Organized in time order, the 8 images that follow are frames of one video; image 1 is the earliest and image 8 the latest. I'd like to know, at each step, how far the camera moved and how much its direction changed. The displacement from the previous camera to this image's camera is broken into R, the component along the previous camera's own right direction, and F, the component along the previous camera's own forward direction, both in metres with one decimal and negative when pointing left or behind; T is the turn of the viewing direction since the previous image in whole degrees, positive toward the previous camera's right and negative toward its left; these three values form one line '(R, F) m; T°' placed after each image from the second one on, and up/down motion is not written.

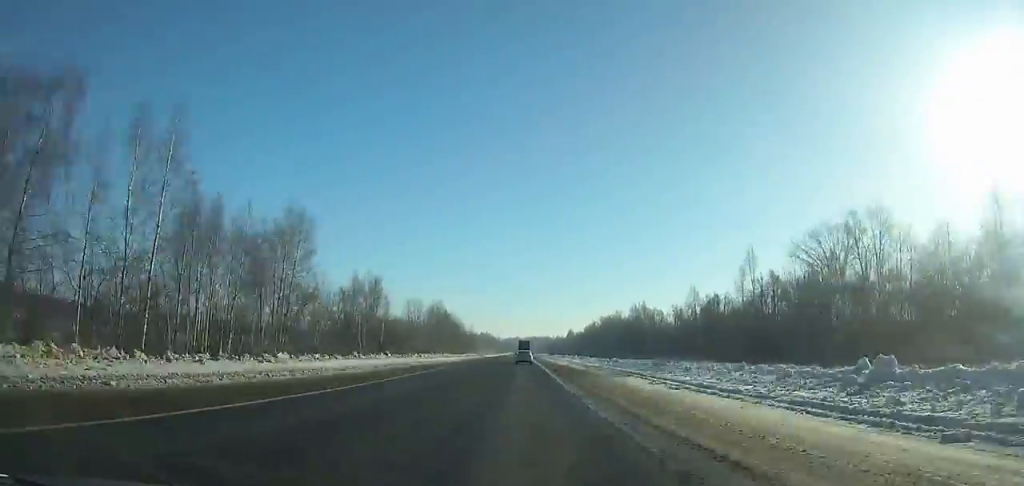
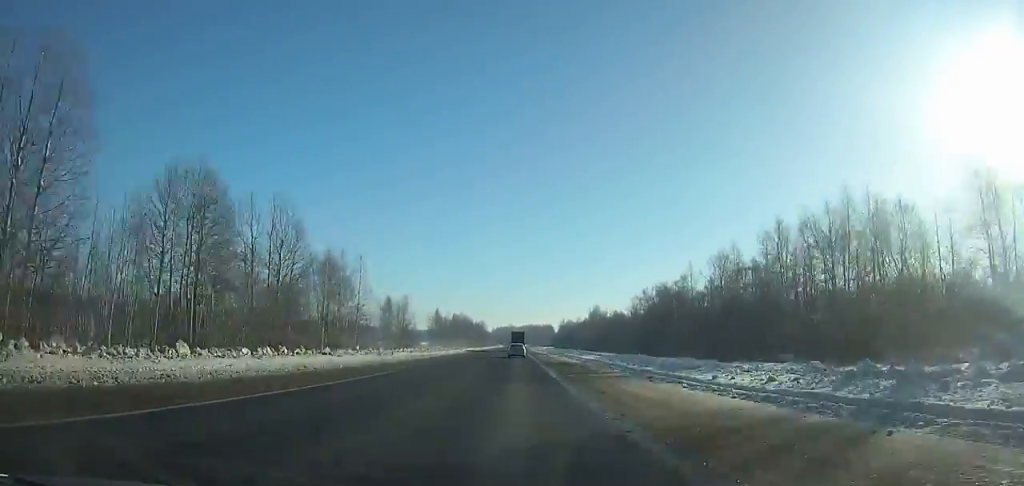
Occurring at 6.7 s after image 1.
(+0.4, +170.1) m; 0°
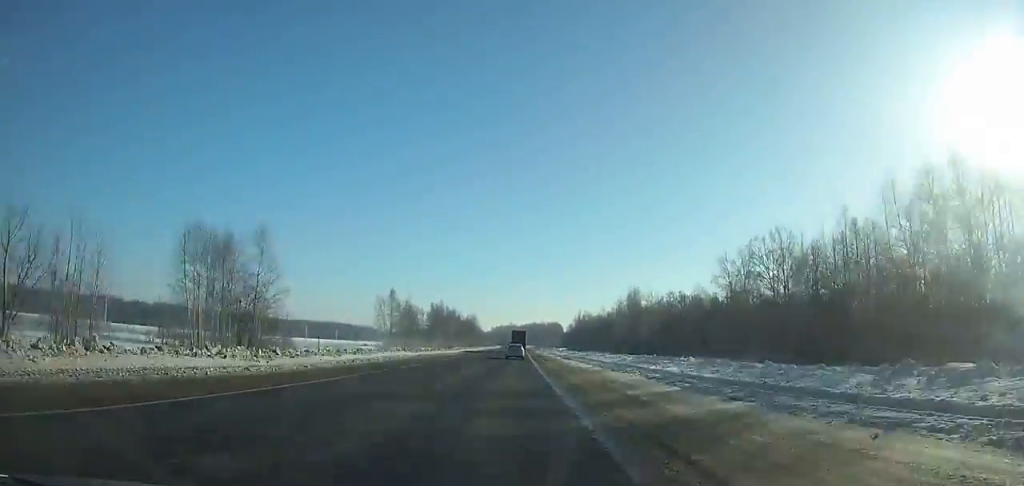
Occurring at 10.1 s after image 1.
(-0.2, +84.9) m; 0°
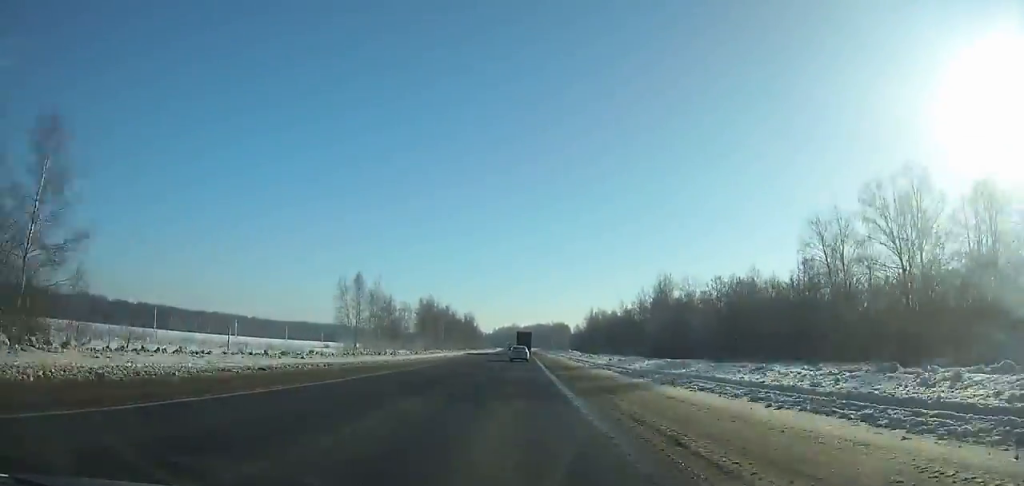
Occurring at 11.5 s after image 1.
(-0.1, +34.6) m; 0°
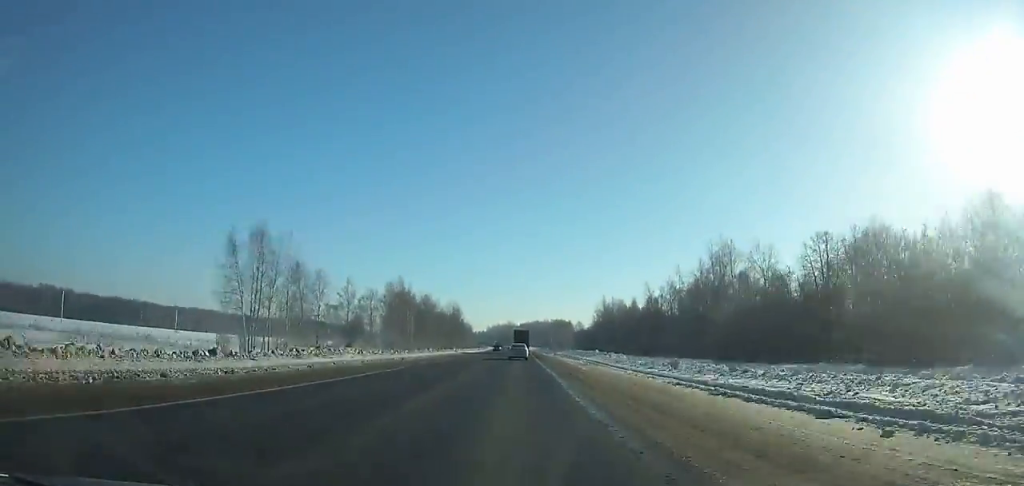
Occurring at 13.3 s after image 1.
(0.0, +44.4) m; 0°
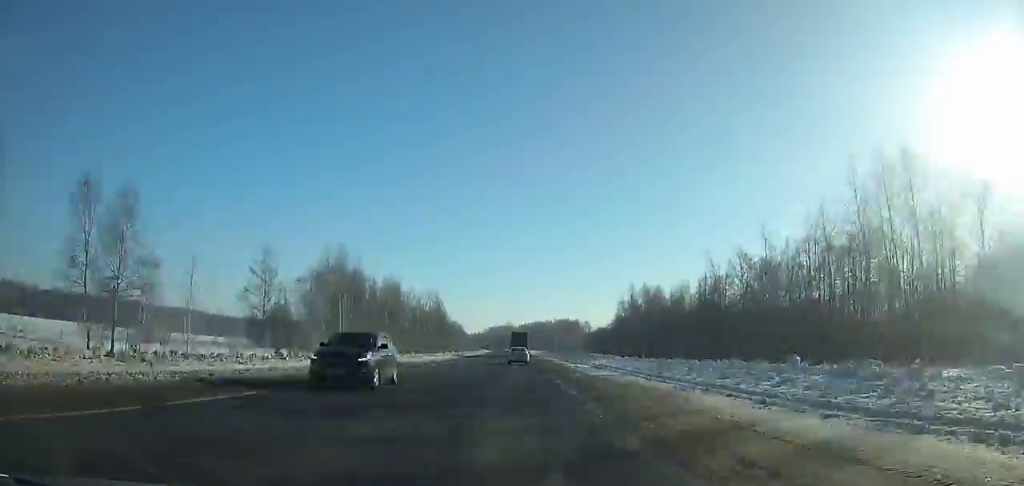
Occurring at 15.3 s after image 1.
(+0.1, +48.8) m; 0°
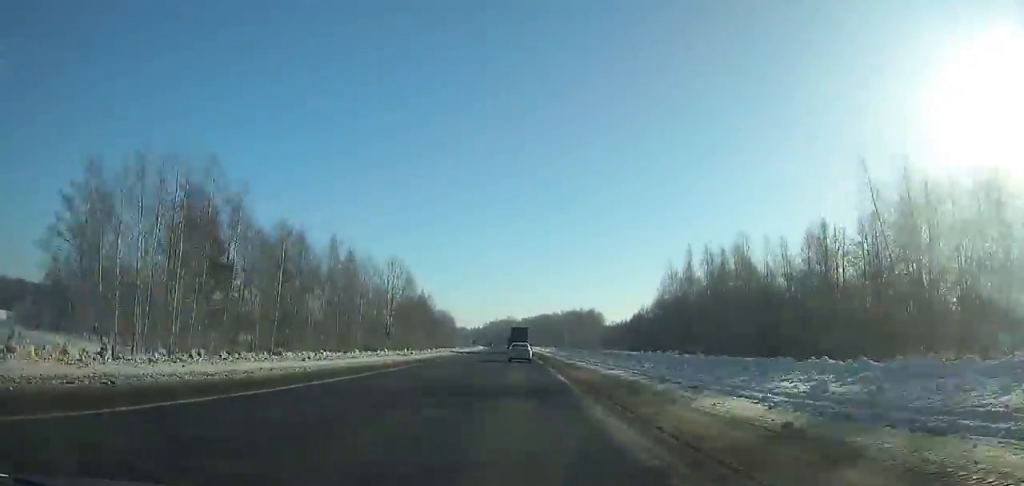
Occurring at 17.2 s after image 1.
(-0.1, +45.9) m; 0°
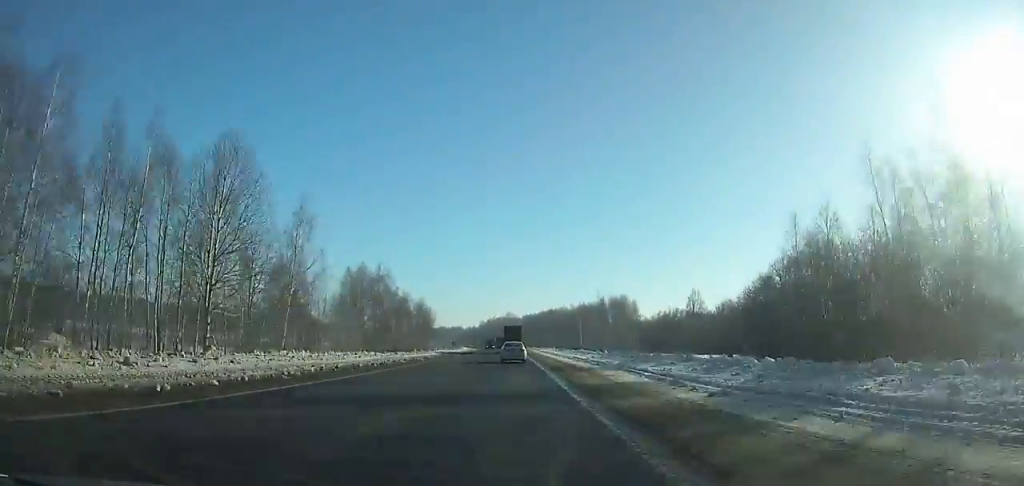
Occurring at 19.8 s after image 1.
(-0.3, +62.1) m; -1°
